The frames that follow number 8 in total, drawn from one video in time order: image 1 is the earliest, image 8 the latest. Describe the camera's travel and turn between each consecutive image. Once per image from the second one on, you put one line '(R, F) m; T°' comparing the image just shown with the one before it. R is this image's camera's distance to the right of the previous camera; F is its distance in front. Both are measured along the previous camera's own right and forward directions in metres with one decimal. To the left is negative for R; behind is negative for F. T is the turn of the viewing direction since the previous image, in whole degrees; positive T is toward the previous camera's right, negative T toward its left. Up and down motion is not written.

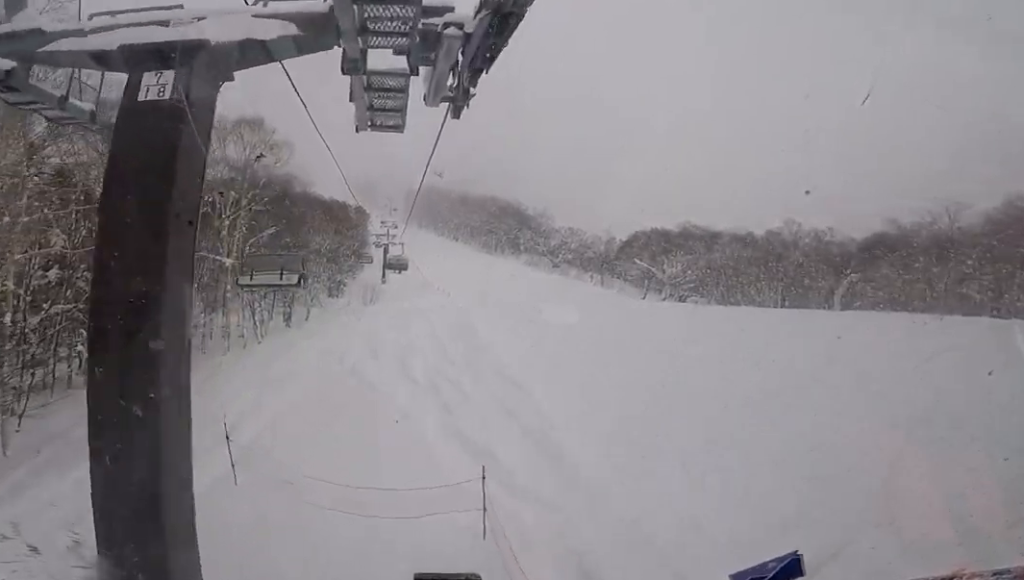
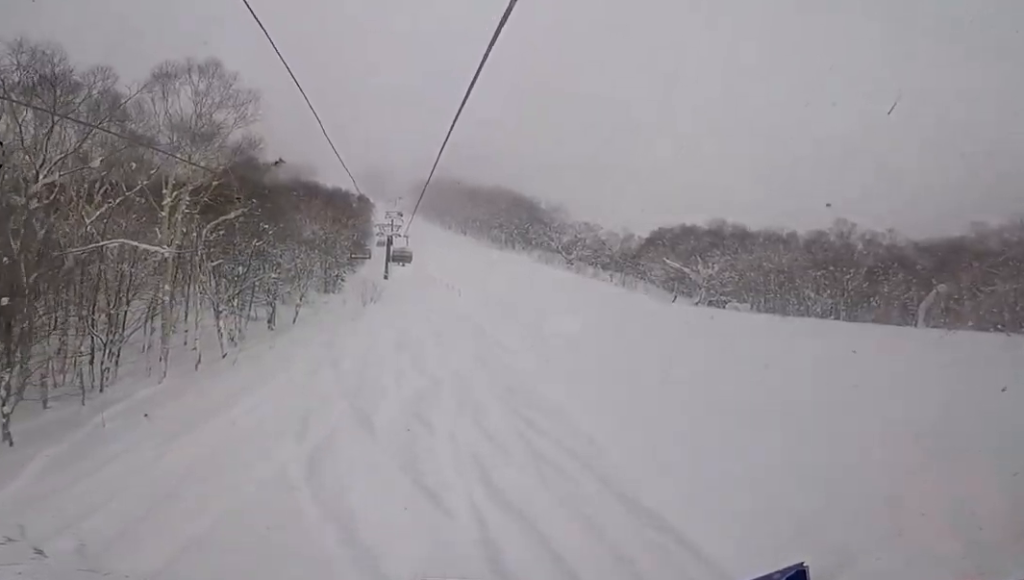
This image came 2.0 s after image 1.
(-0.6, +8.5) m; -4°
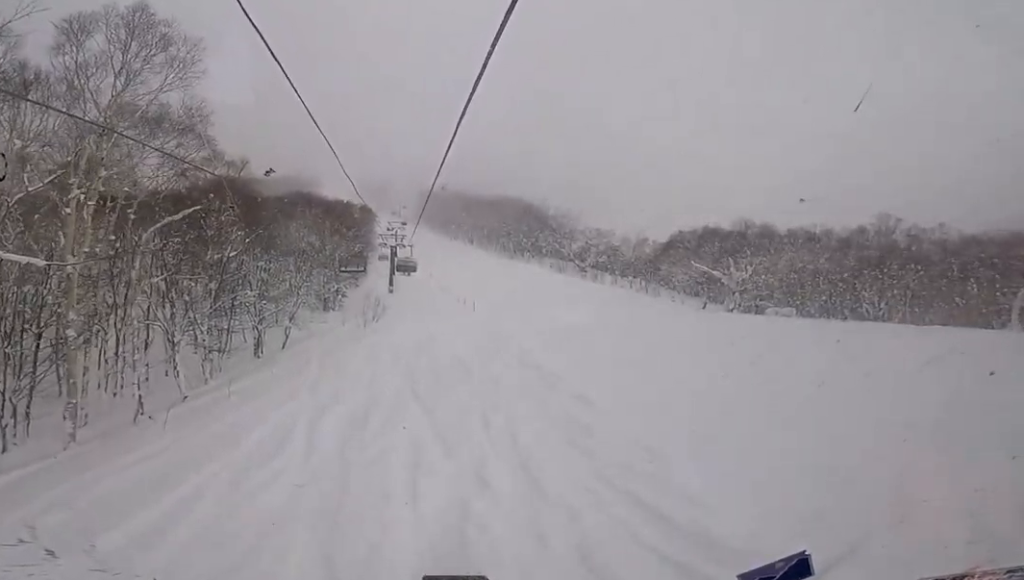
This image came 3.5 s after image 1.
(+0.9, +6.9) m; +5°
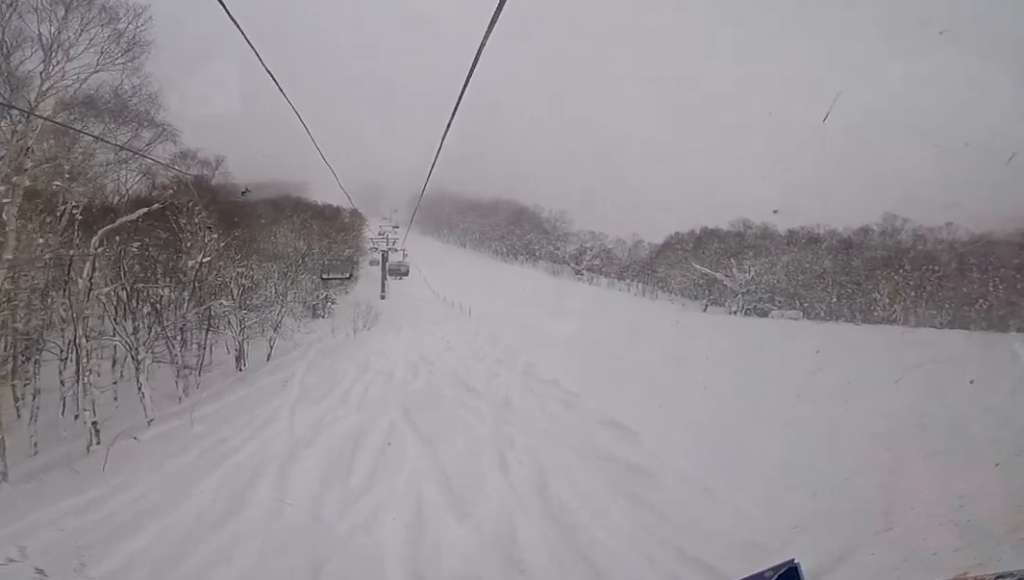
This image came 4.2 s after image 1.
(-0.4, +2.7) m; 0°
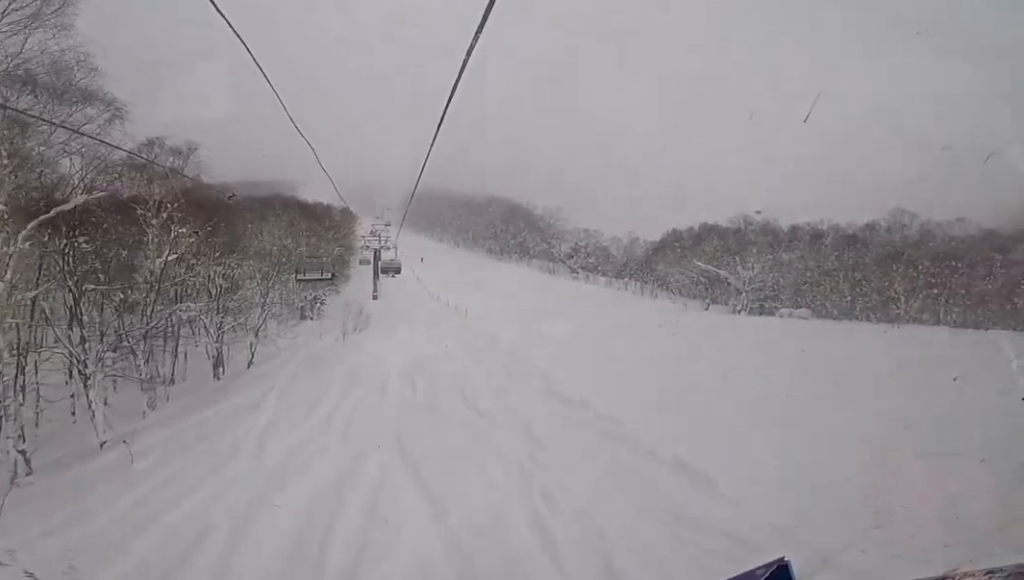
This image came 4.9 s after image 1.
(0.0, +3.1) m; 0°
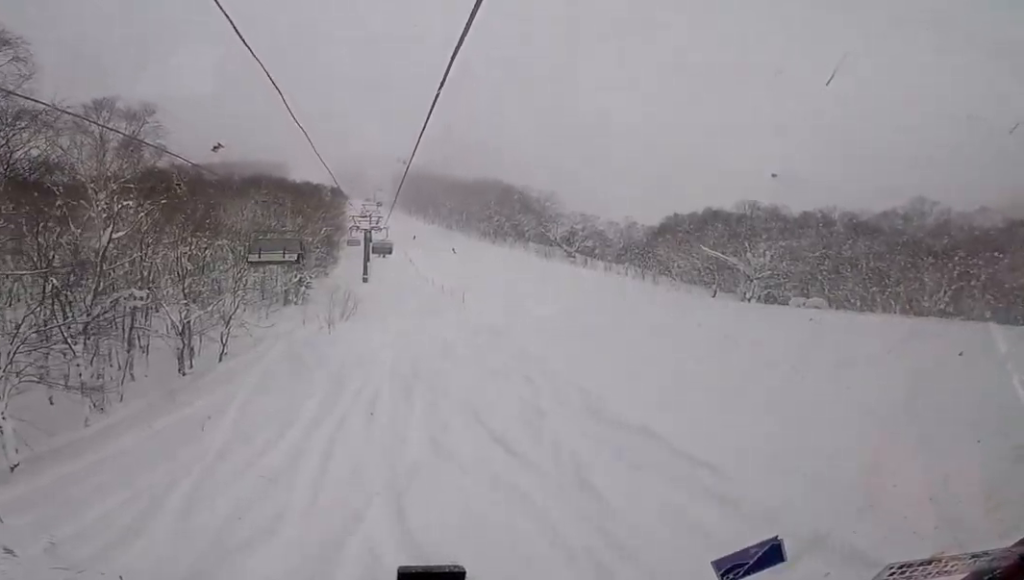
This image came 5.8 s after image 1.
(+0.3, +4.1) m; -2°
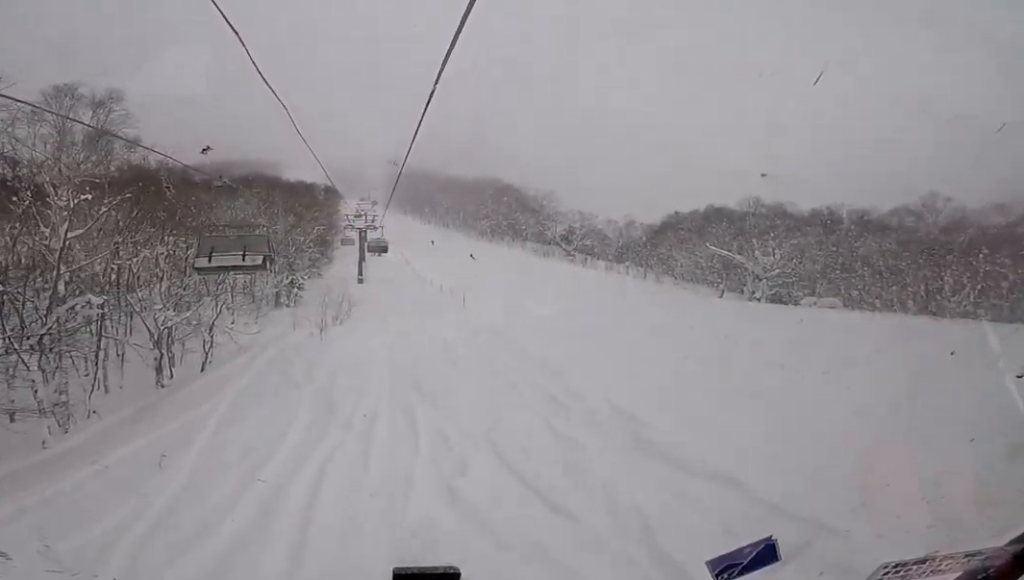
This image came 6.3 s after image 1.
(-0.3, +2.5) m; -5°
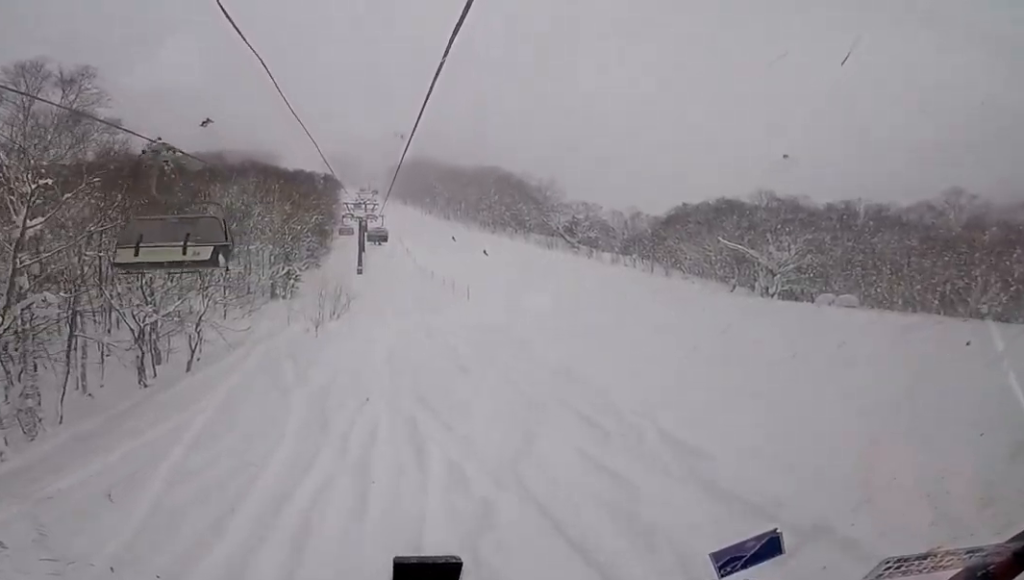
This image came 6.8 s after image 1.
(-0.1, +2.1) m; +1°
